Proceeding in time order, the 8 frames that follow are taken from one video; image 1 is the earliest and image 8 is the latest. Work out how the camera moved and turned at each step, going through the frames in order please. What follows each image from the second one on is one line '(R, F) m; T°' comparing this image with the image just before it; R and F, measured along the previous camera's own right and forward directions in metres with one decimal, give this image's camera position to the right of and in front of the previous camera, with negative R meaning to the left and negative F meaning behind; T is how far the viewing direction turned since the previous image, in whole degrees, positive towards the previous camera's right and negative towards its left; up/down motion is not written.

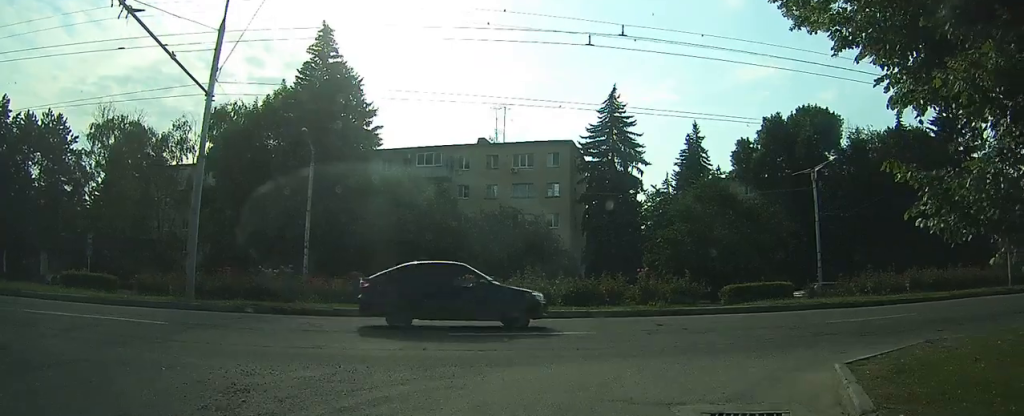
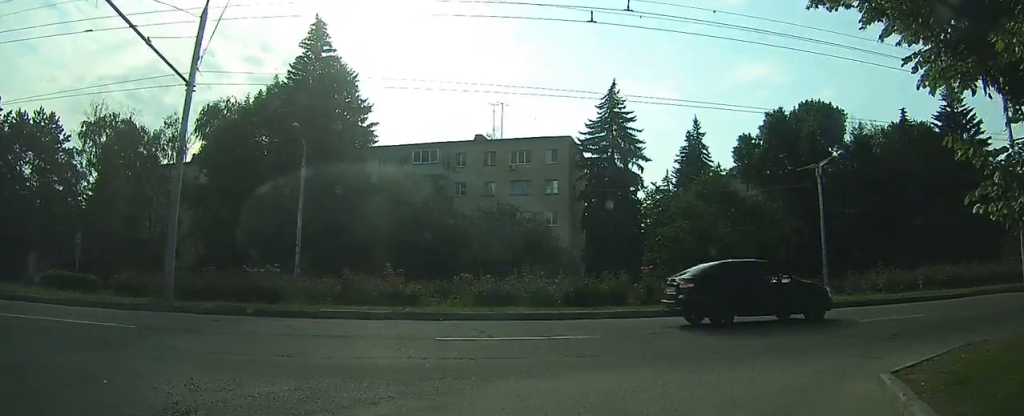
(0.0, +1.3) m; -2°
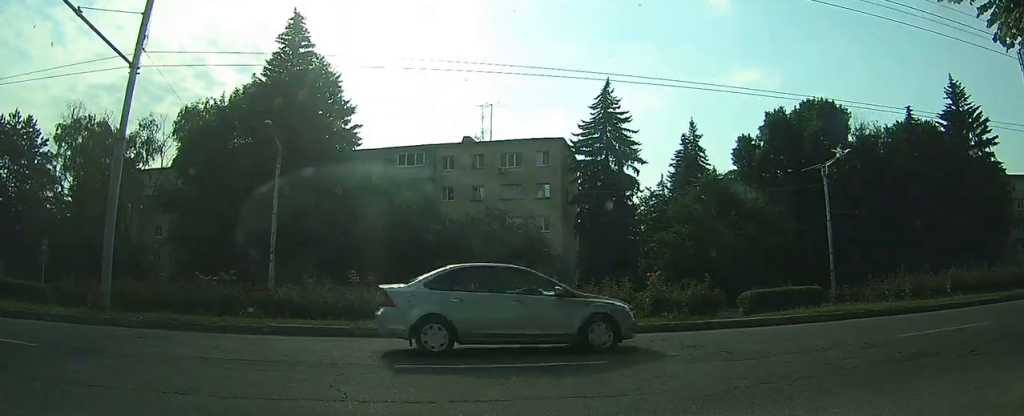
(-0.2, +3.3) m; -7°
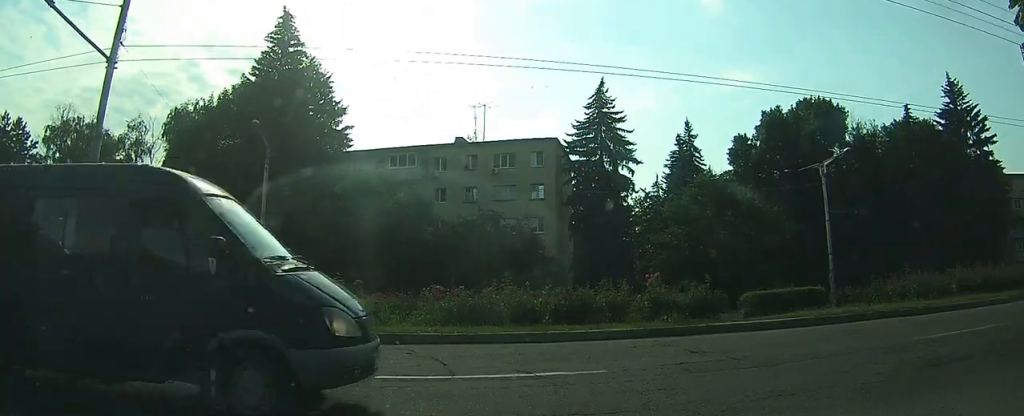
(-0.1, +1.9) m; -2°
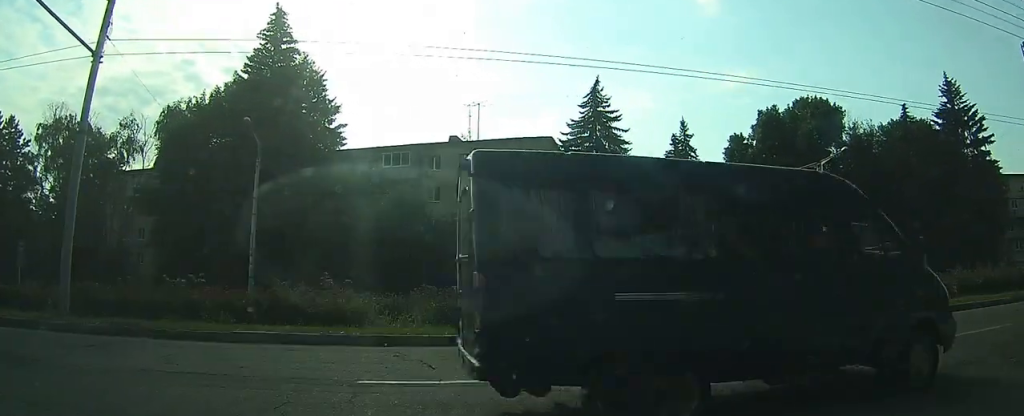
(0.0, +0.9) m; 0°
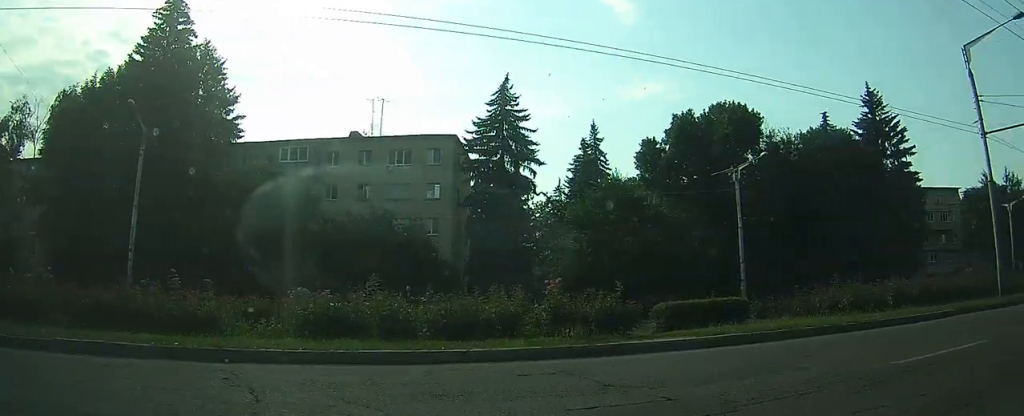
(+0.1, +2.7) m; +14°
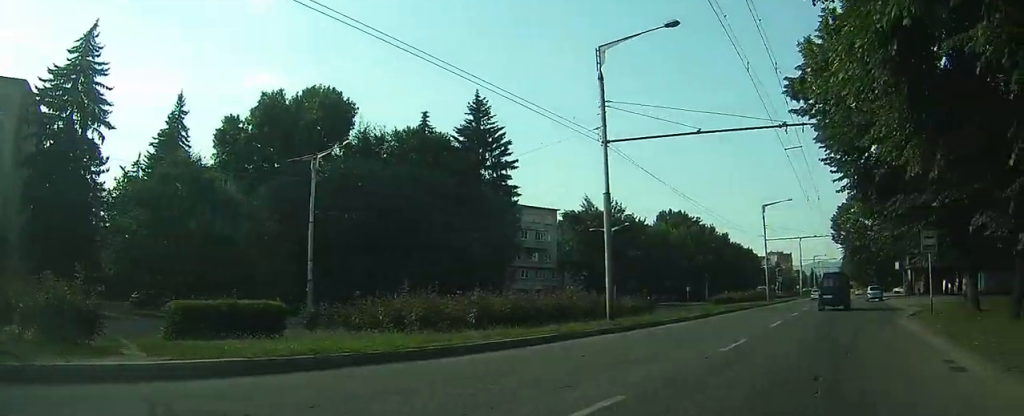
(+1.0, +3.5) m; +35°
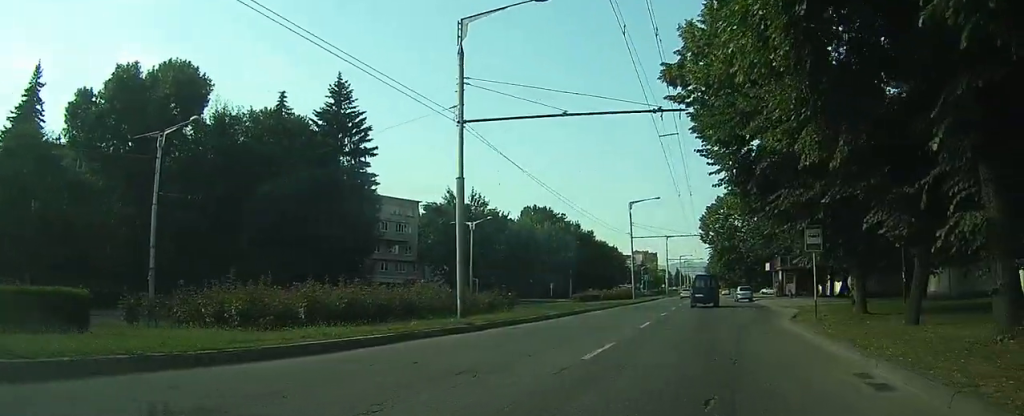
(+0.2, +1.6) m; +11°
